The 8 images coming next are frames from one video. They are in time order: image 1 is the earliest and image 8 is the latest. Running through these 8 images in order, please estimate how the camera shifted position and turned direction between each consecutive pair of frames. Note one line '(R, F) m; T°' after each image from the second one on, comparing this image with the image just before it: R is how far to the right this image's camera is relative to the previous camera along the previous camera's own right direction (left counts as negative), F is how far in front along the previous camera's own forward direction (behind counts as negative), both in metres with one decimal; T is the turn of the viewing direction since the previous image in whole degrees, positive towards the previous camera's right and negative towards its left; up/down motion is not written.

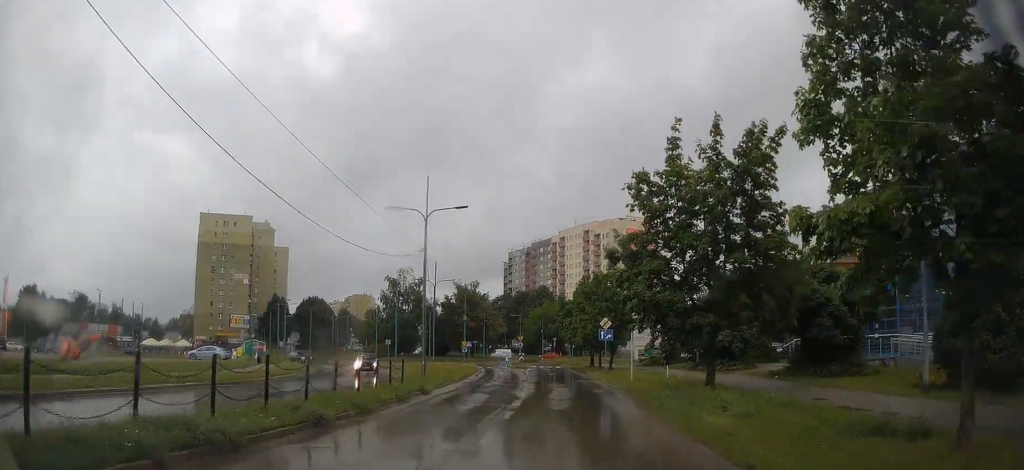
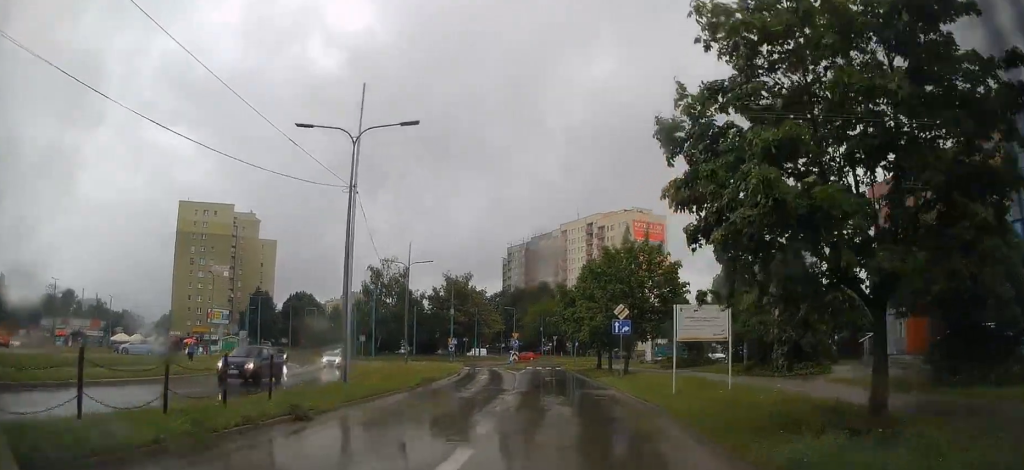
(-0.3, +10.6) m; -2°
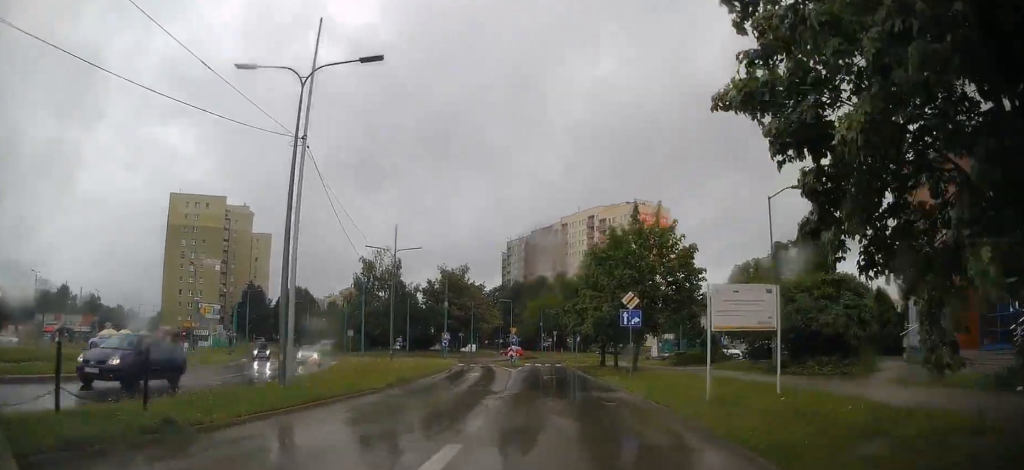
(-0.1, +4.0) m; 0°
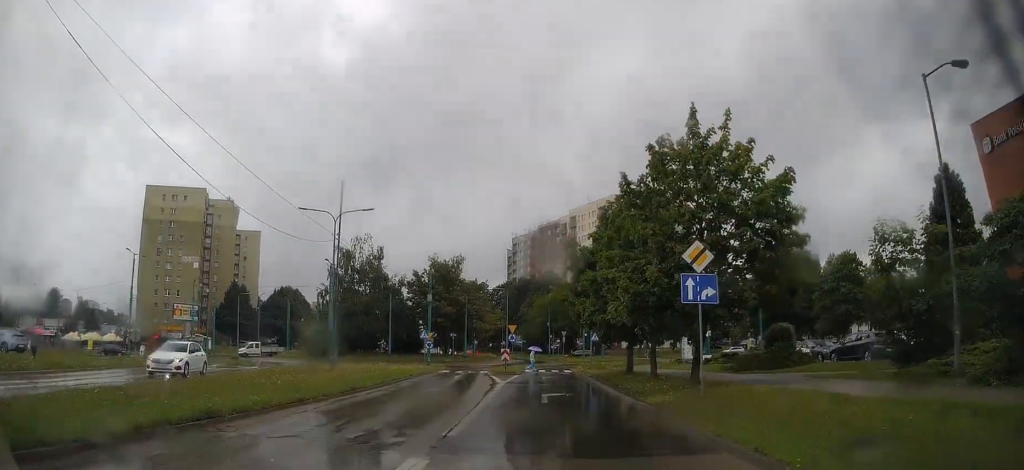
(0.0, +12.0) m; +1°
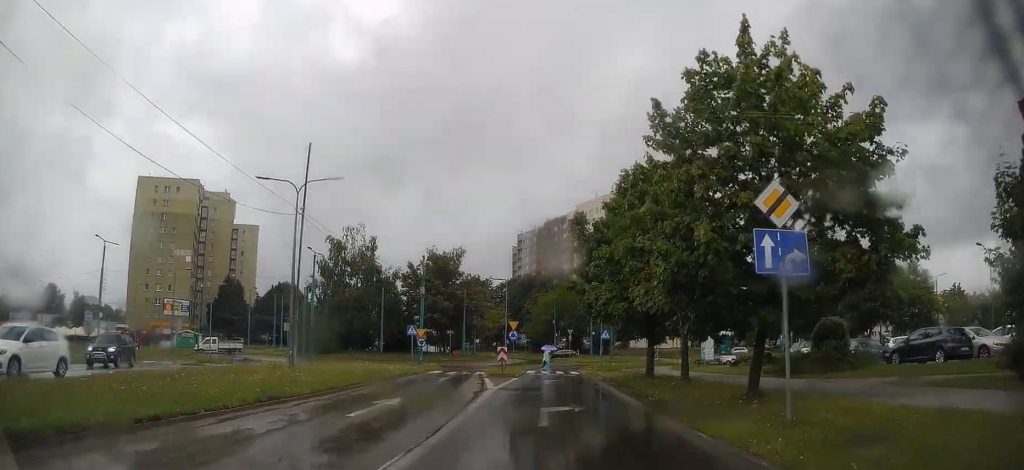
(+0.1, +5.2) m; 0°
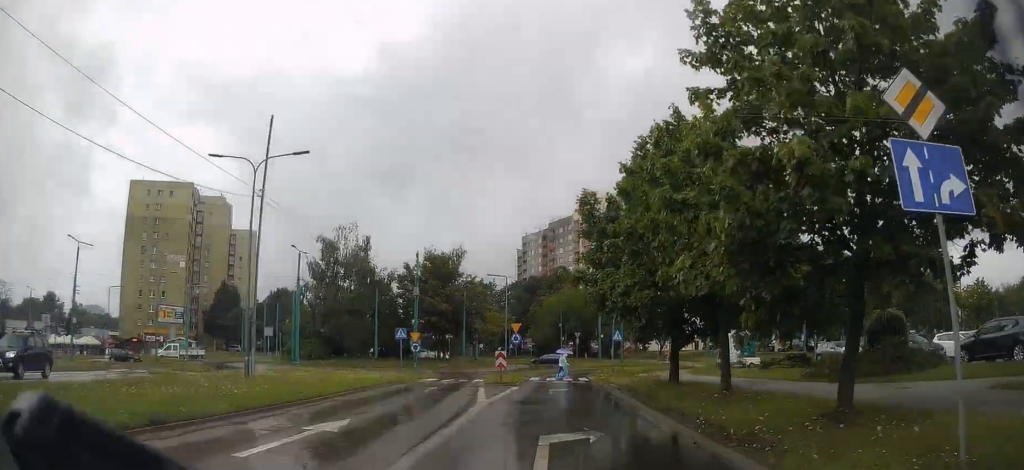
(+0.1, +4.2) m; 0°
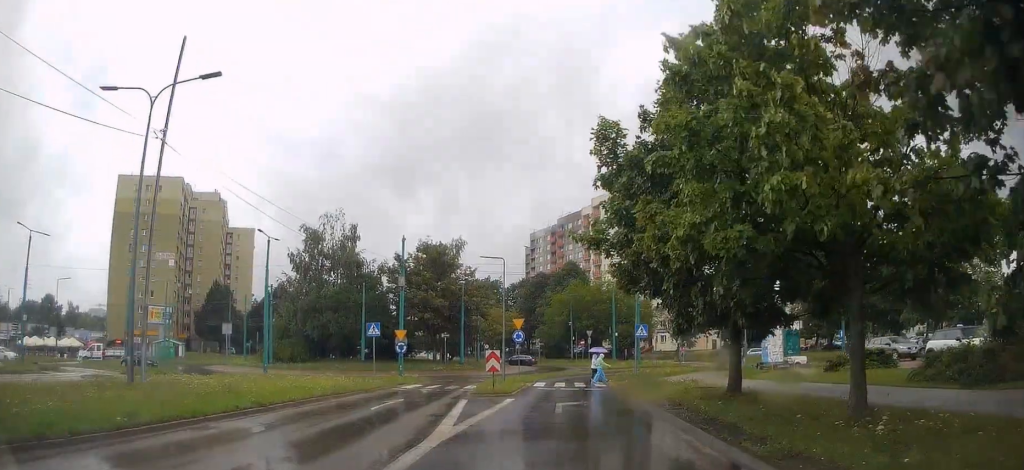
(-0.2, +6.8) m; -2°
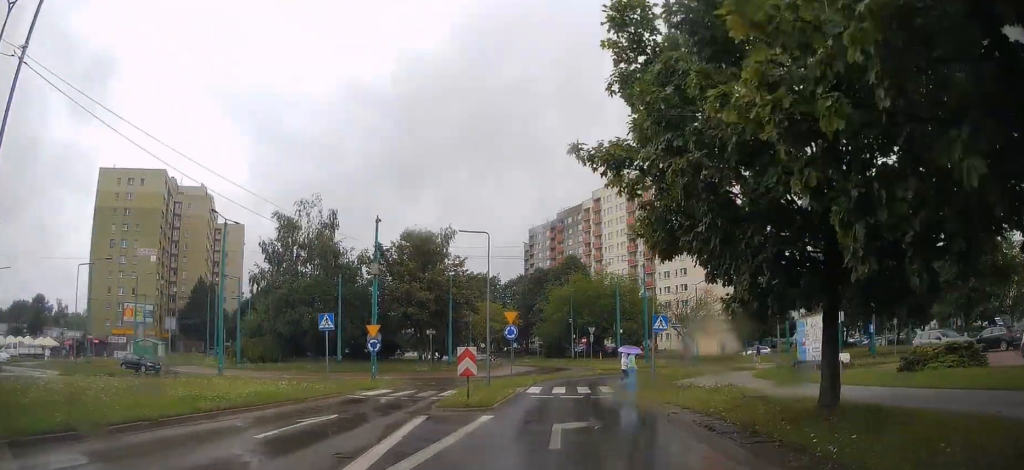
(-0.1, +5.9) m; 0°
